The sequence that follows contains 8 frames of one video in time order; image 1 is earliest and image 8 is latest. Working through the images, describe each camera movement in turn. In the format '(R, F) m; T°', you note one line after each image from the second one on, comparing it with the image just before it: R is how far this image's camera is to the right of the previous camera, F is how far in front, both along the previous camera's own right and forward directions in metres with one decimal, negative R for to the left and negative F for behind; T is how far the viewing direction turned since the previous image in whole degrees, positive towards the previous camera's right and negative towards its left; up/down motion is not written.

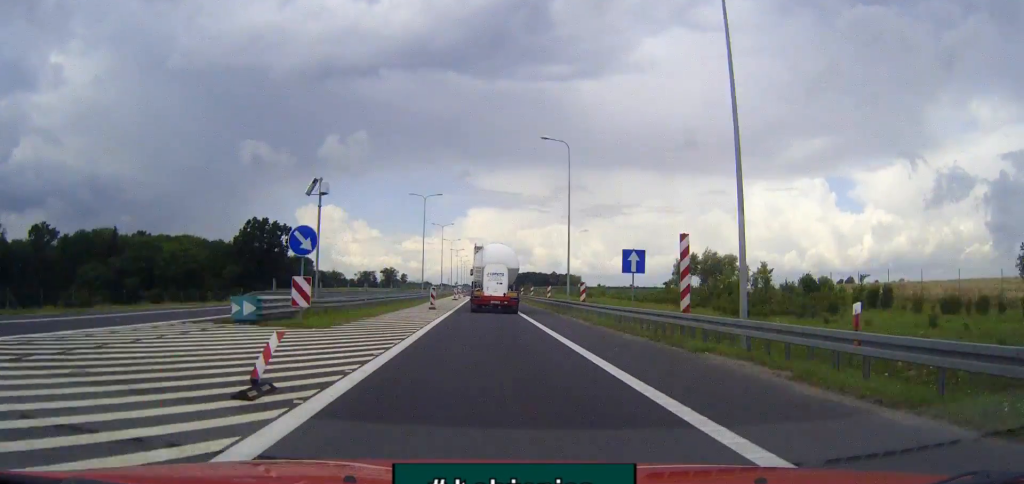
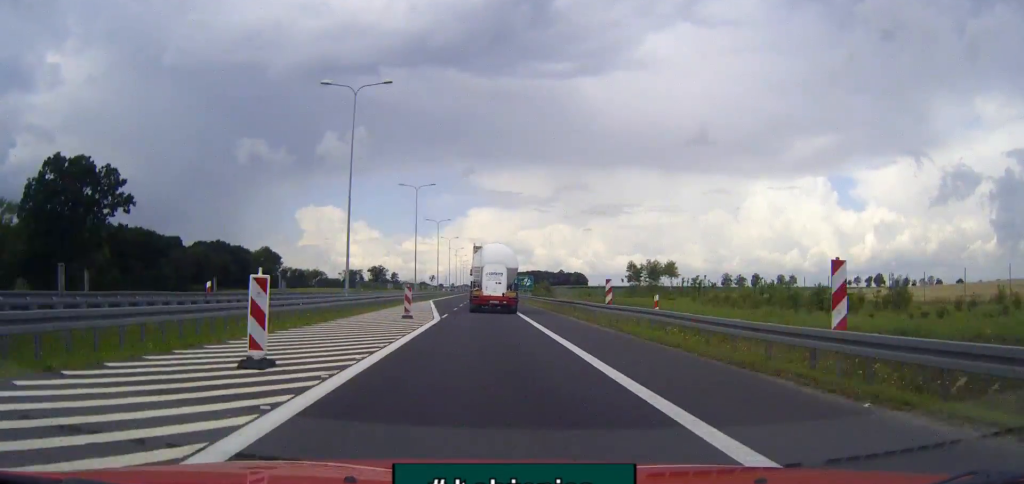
(+0.1, +90.3) m; 0°
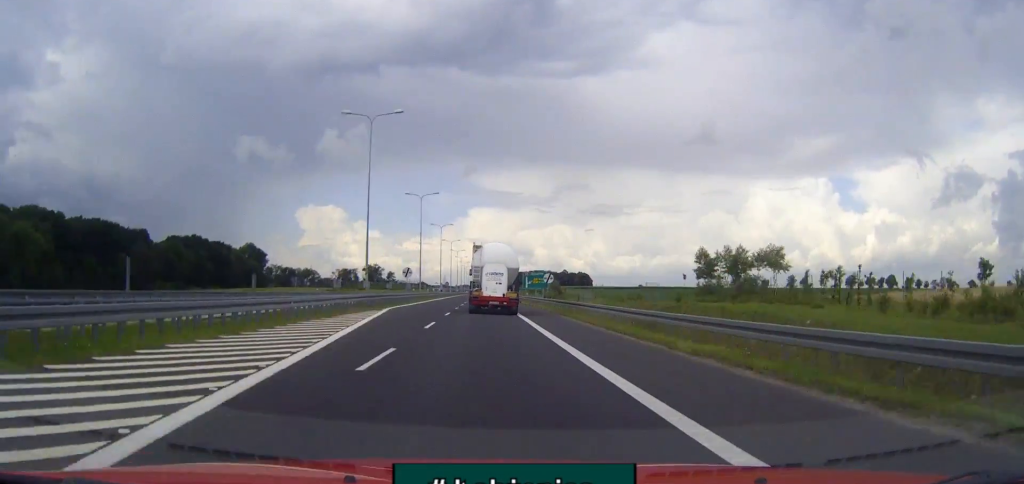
(-0.1, +33.7) m; 0°
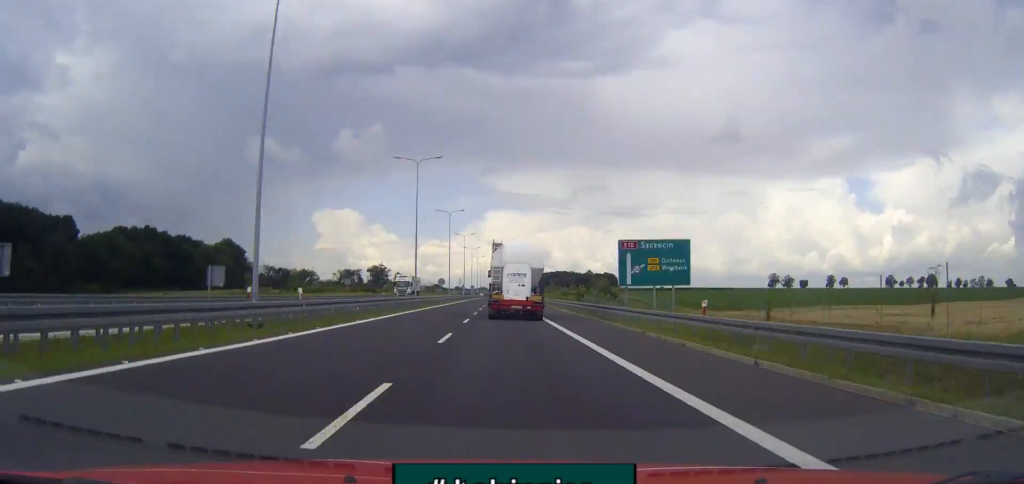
(-0.4, +65.7) m; 0°
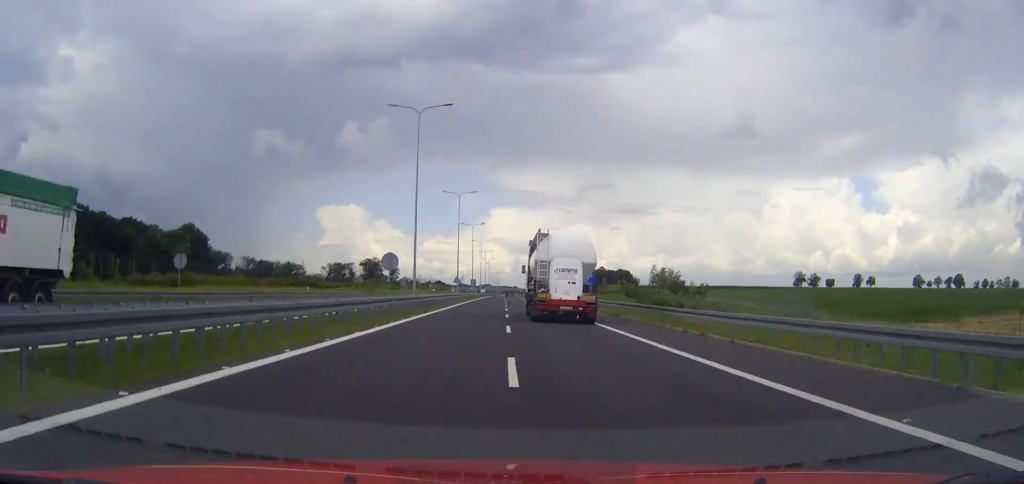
(-0.4, +56.4) m; 0°
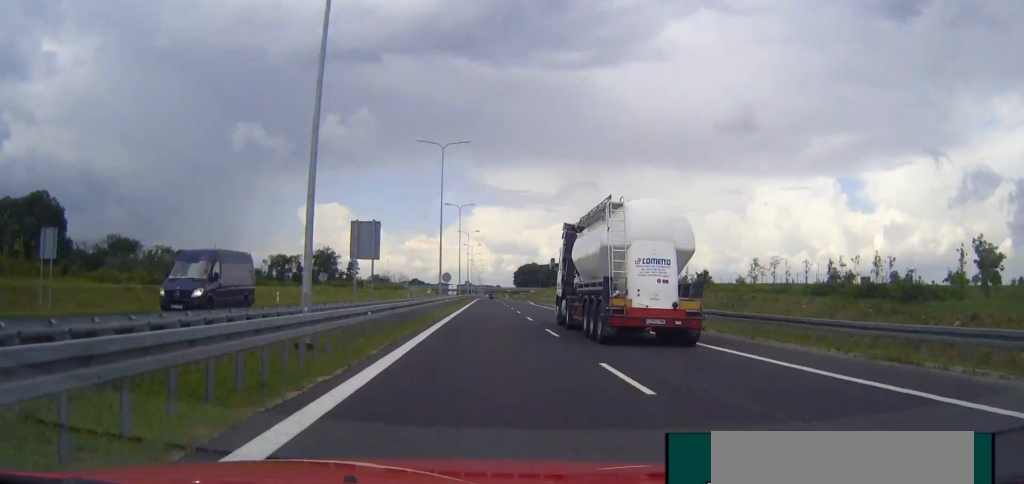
(+1.1, +110.7) m; +1°
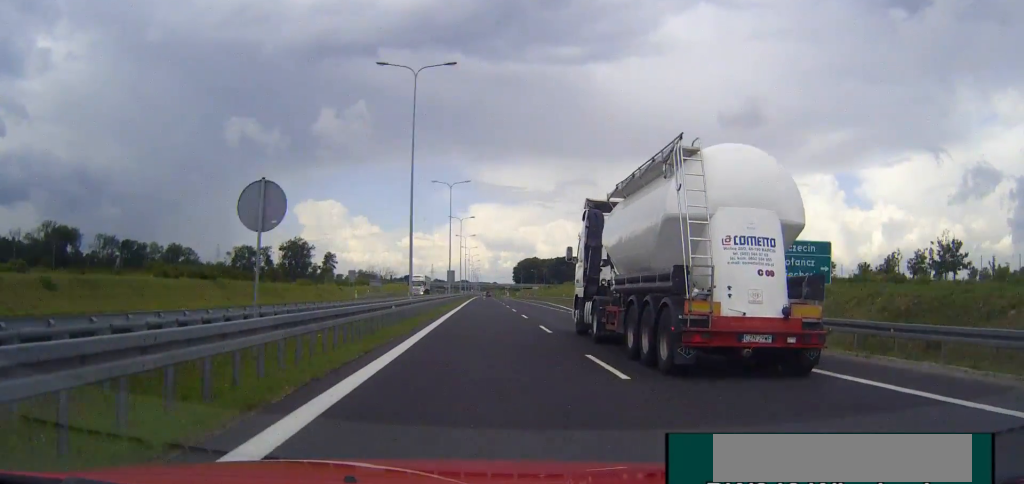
(+0.2, +59.0) m; 0°
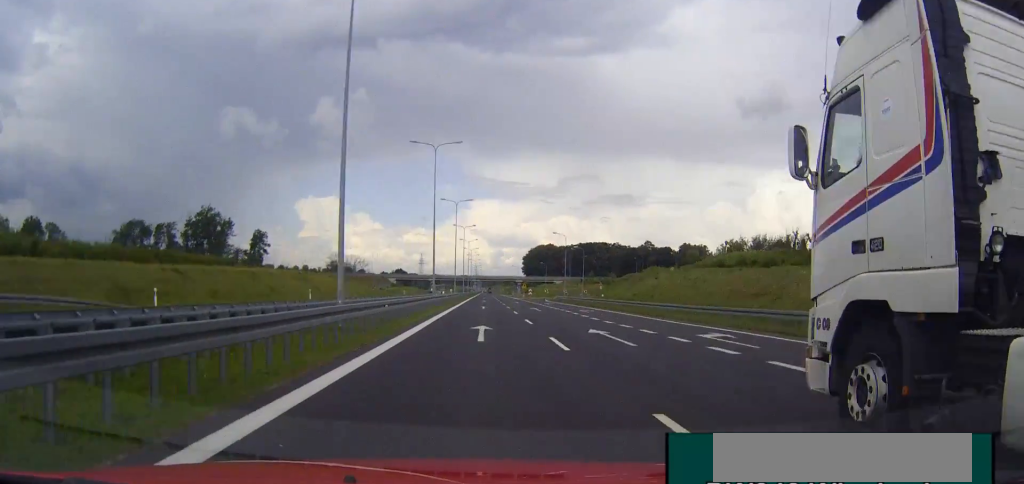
(0.0, +127.8) m; 0°
